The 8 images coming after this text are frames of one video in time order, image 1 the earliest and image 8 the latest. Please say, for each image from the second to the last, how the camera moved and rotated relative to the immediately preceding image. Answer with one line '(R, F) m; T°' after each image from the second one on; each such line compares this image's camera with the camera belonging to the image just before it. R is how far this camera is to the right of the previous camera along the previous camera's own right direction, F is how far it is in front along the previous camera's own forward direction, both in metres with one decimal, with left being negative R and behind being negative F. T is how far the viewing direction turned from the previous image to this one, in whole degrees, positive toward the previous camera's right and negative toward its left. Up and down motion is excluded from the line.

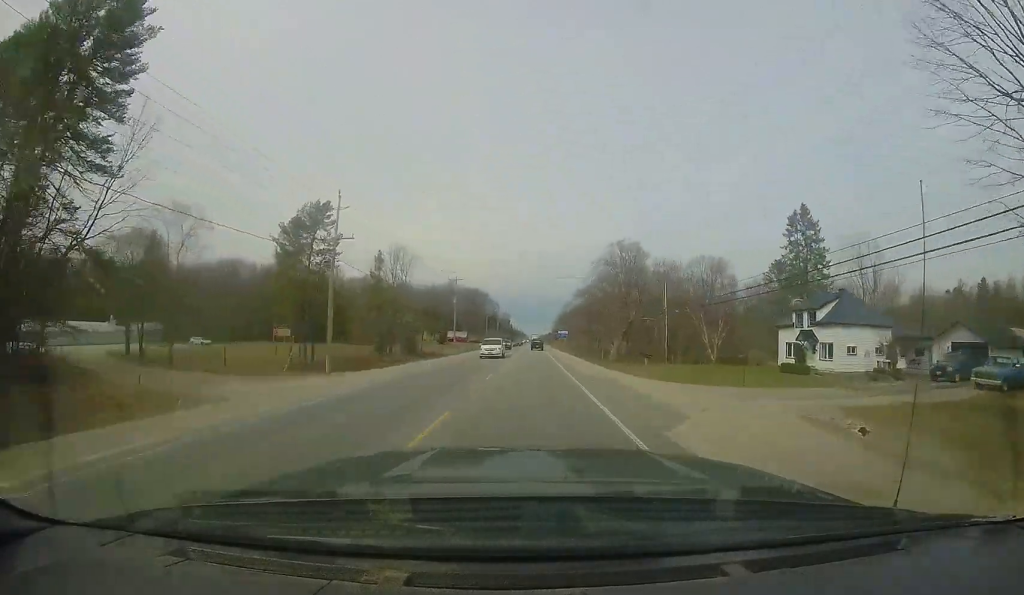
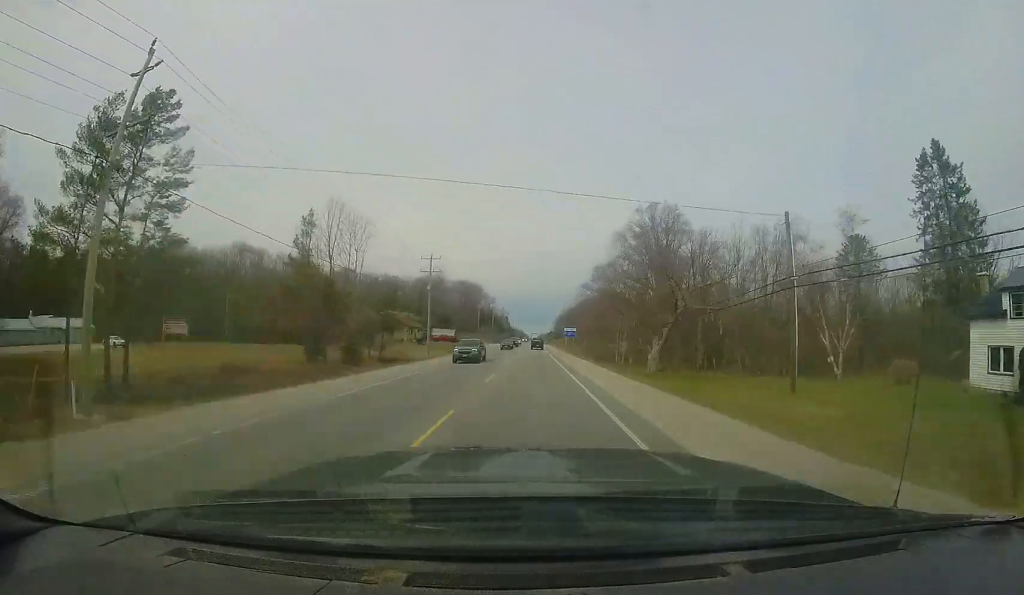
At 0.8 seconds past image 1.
(0.0, +18.3) m; -1°
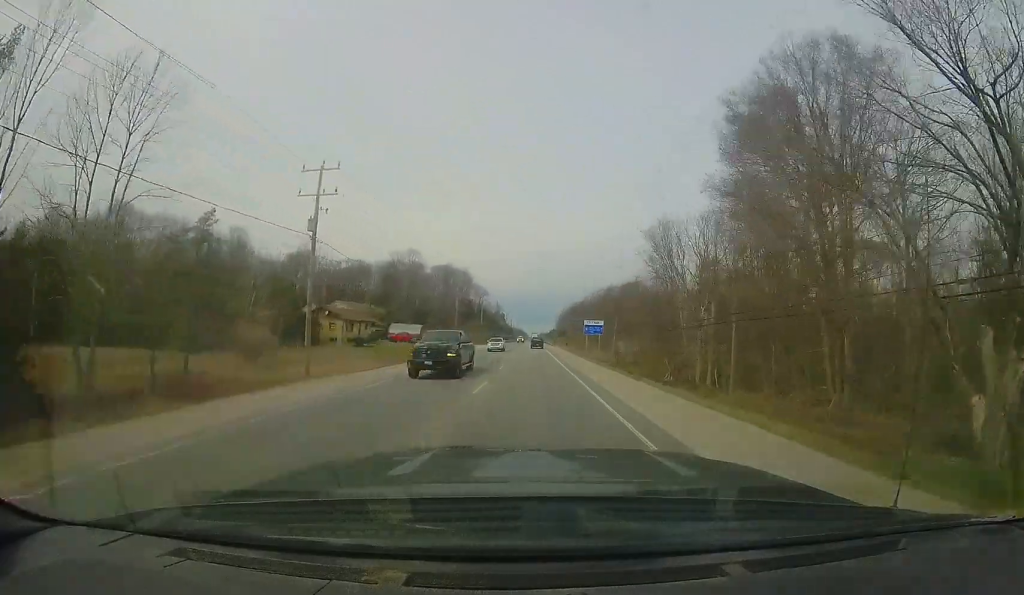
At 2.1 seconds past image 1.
(-0.2, +30.7) m; +1°
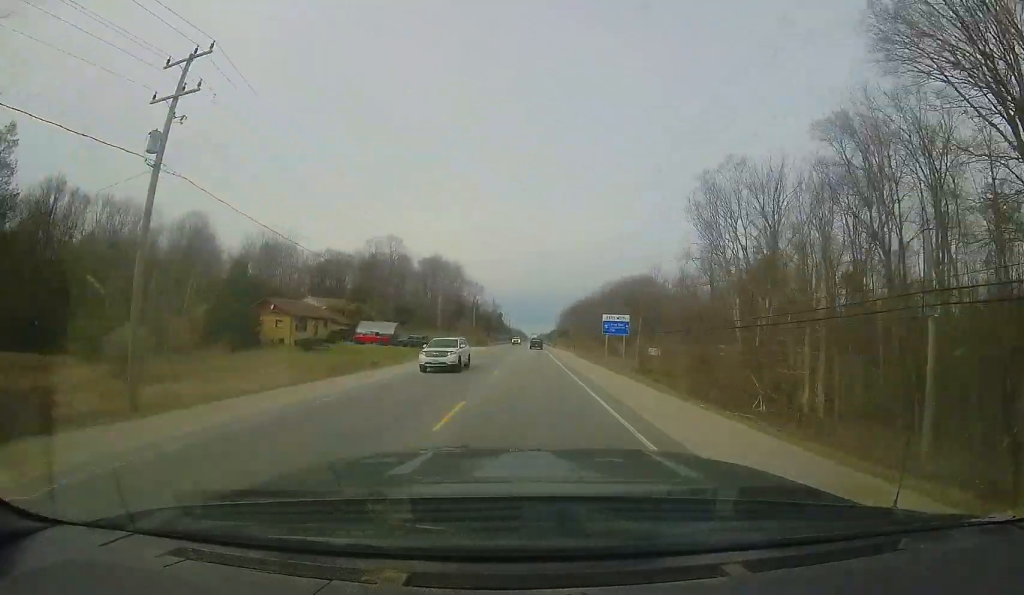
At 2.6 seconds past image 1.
(+0.1, +13.2) m; +1°
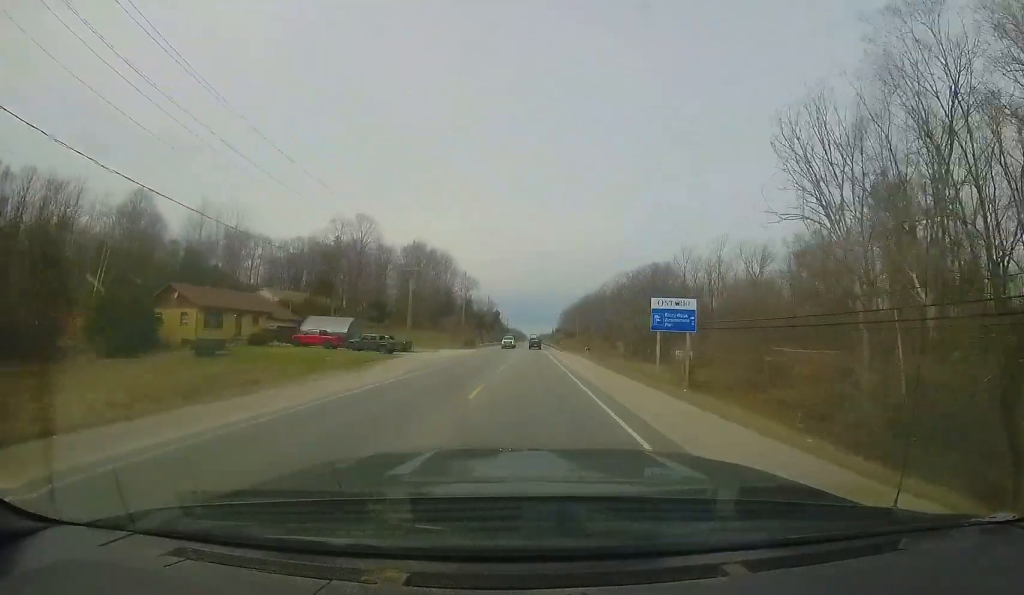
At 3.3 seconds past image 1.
(+0.2, +14.7) m; +1°
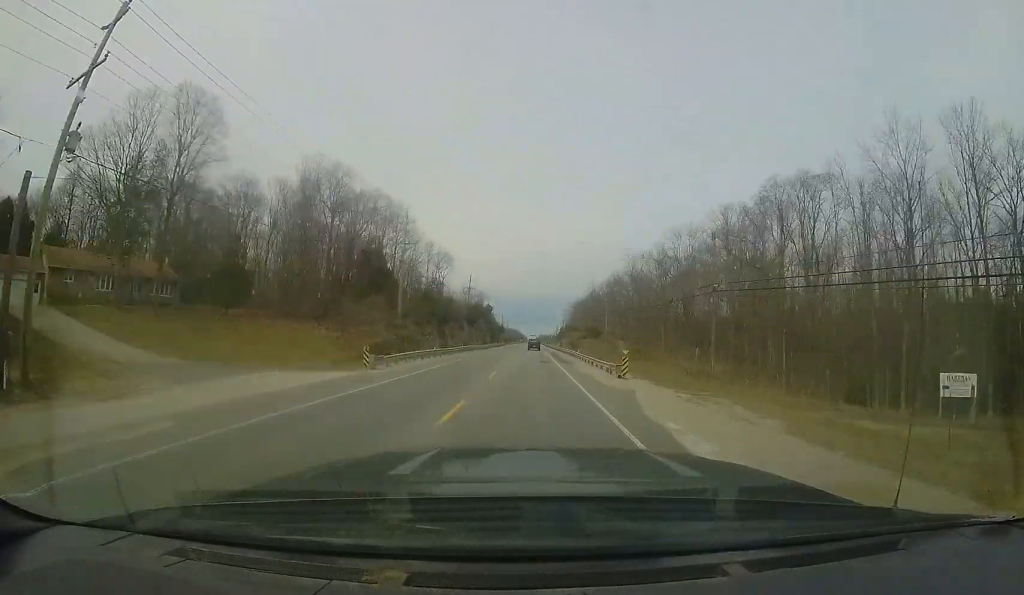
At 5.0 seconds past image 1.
(-0.2, +40.2) m; -1°
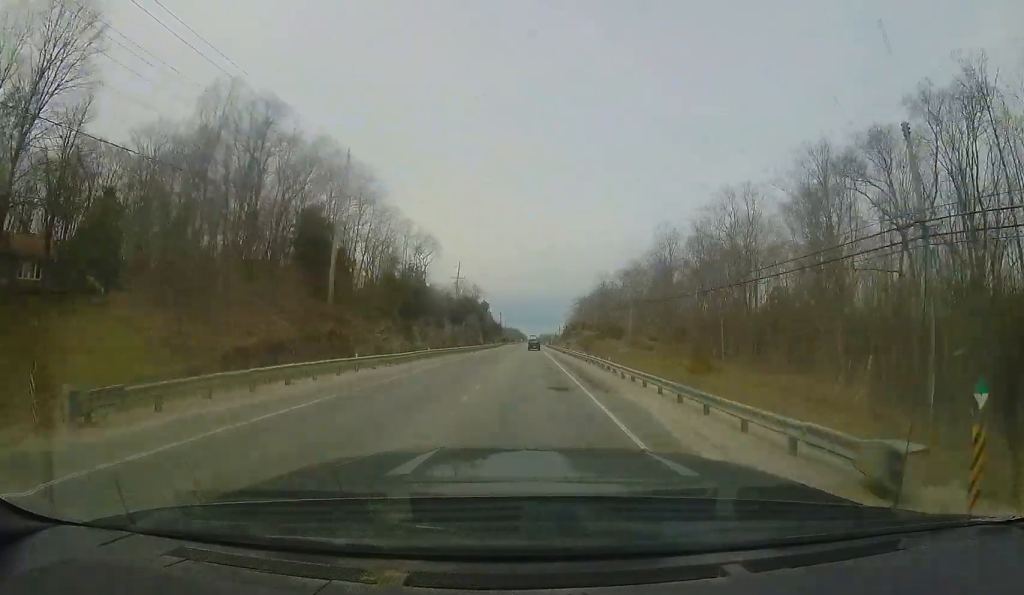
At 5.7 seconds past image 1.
(-0.5, +15.6) m; 0°
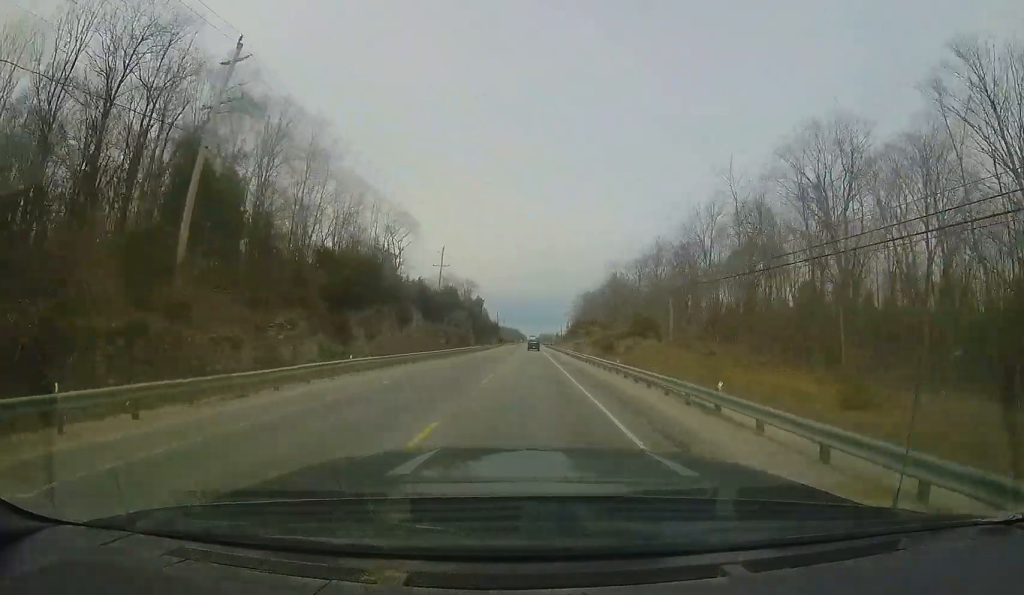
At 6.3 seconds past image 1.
(+0.4, +14.1) m; +1°
